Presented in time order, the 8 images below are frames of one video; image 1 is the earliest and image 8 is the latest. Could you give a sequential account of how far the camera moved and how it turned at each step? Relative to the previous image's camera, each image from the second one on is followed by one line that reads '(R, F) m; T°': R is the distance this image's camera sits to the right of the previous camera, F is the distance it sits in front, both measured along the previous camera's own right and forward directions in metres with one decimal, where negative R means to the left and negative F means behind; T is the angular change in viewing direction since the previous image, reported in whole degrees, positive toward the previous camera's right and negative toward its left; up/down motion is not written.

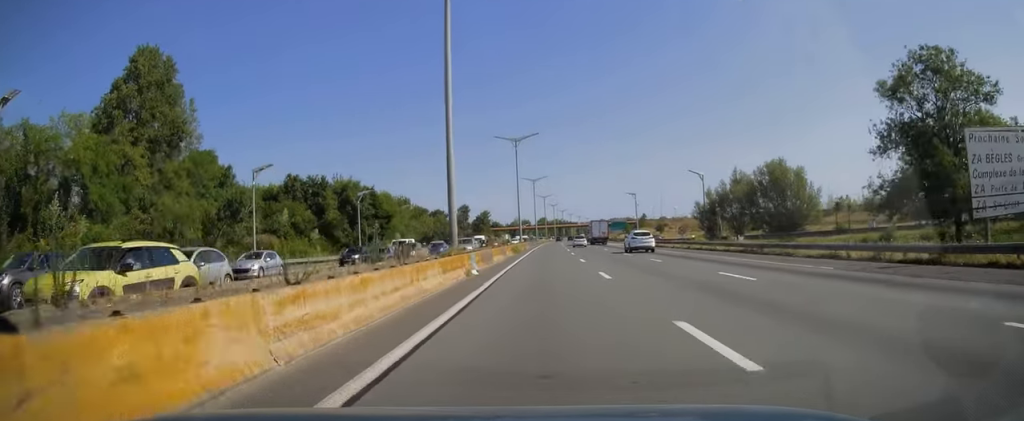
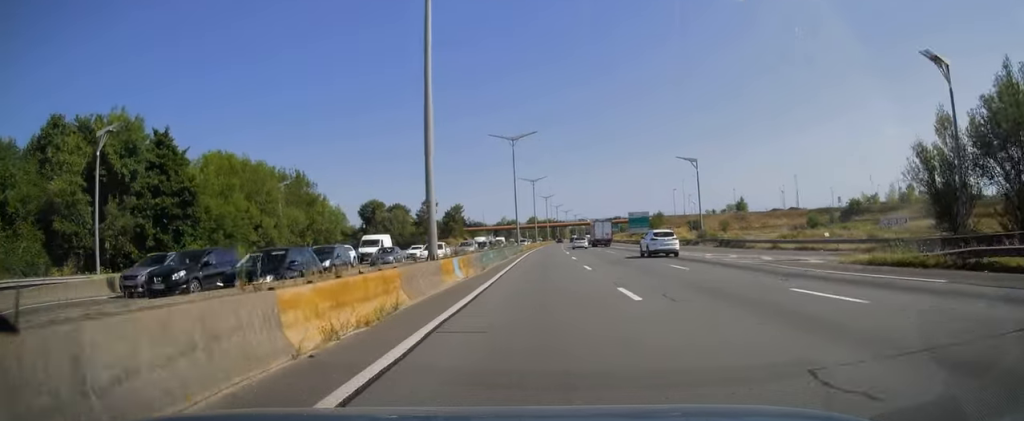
(+0.3, +58.5) m; +1°
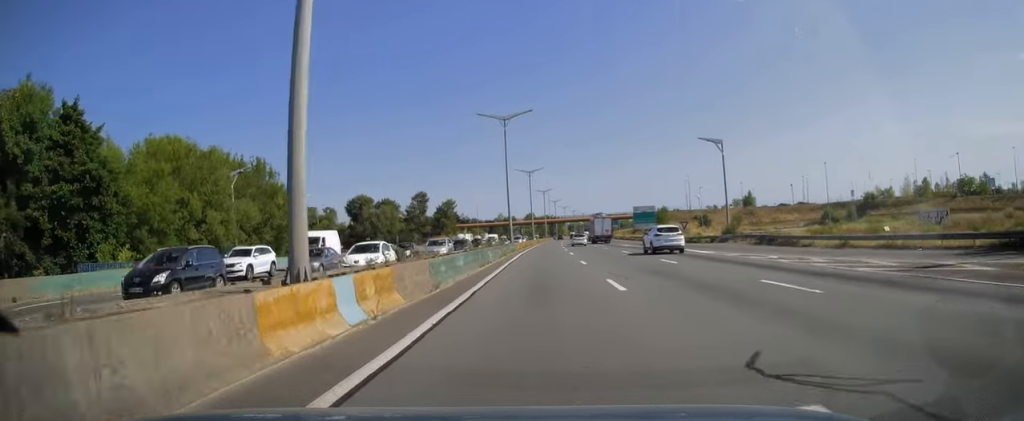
(+0.1, +11.4) m; 0°
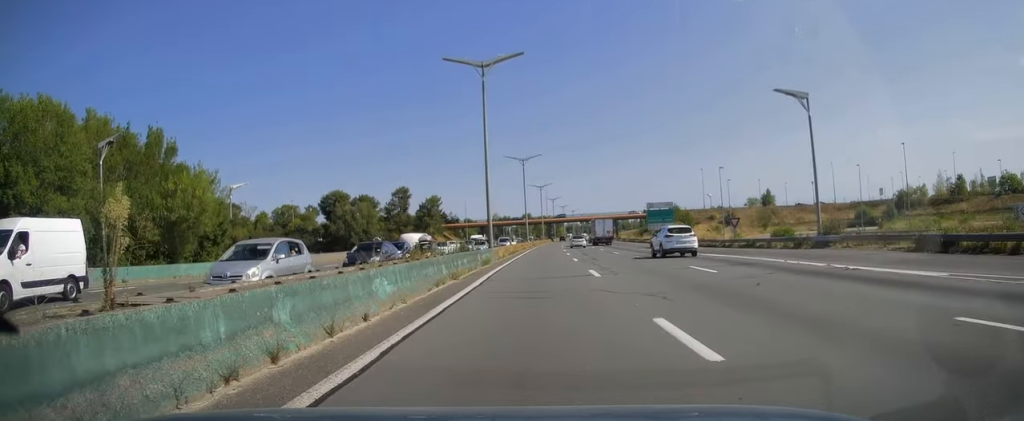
(0.0, +21.2) m; 0°
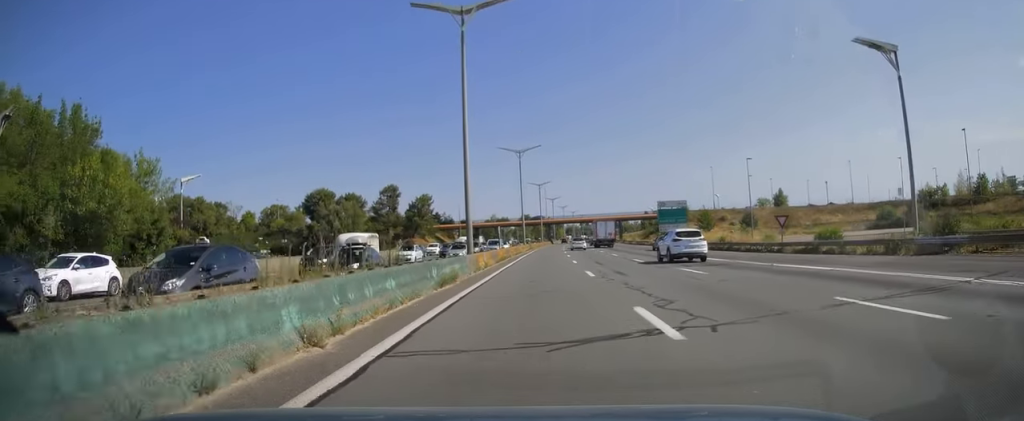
(-0.1, +11.4) m; 0°
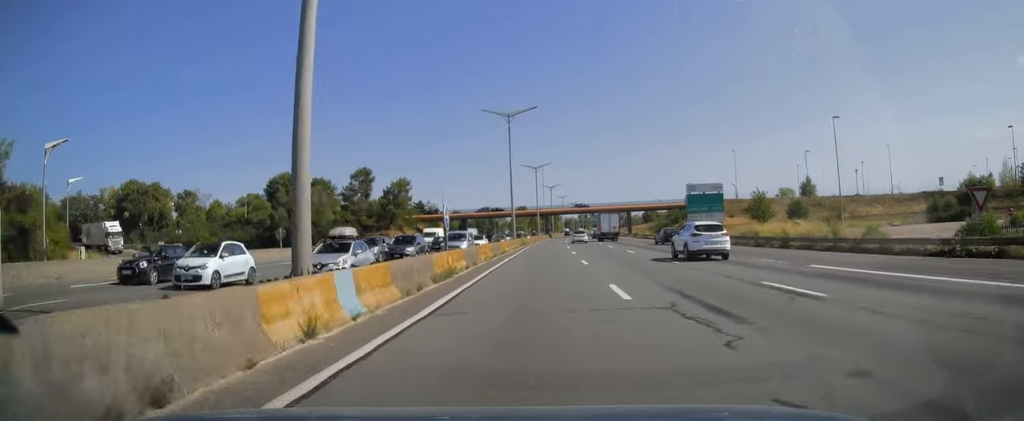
(+0.2, +22.0) m; 0°
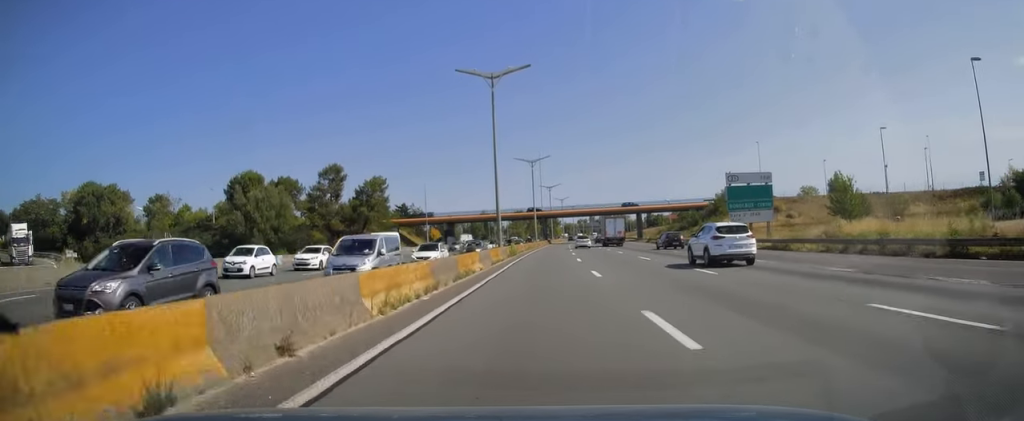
(-0.1, +18.3) m; 0°
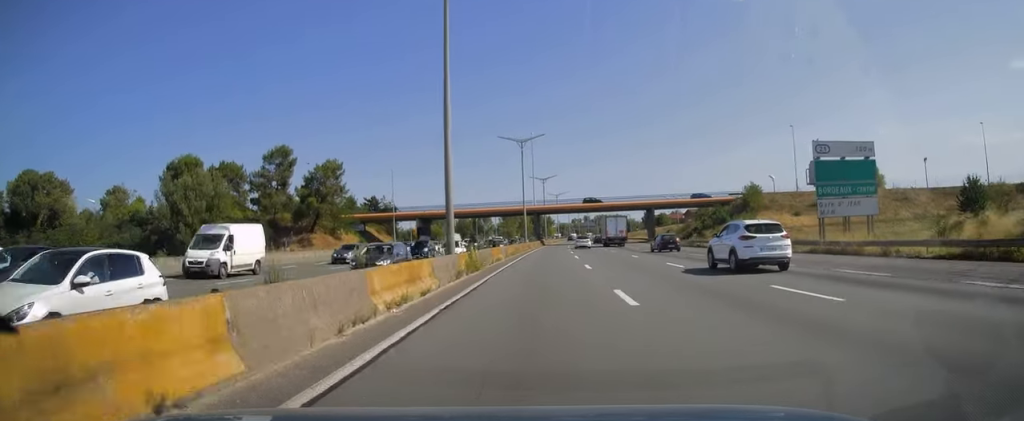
(0.0, +21.7) m; 0°
